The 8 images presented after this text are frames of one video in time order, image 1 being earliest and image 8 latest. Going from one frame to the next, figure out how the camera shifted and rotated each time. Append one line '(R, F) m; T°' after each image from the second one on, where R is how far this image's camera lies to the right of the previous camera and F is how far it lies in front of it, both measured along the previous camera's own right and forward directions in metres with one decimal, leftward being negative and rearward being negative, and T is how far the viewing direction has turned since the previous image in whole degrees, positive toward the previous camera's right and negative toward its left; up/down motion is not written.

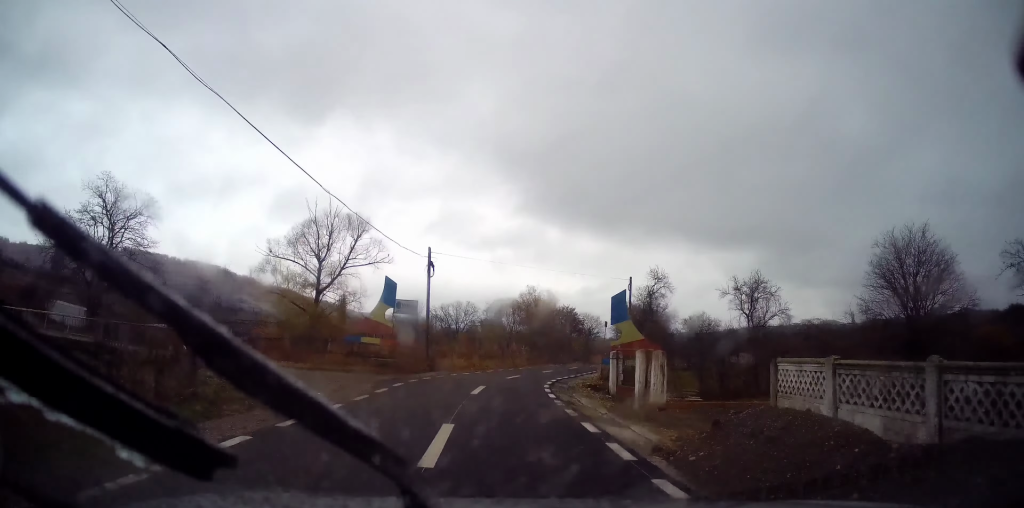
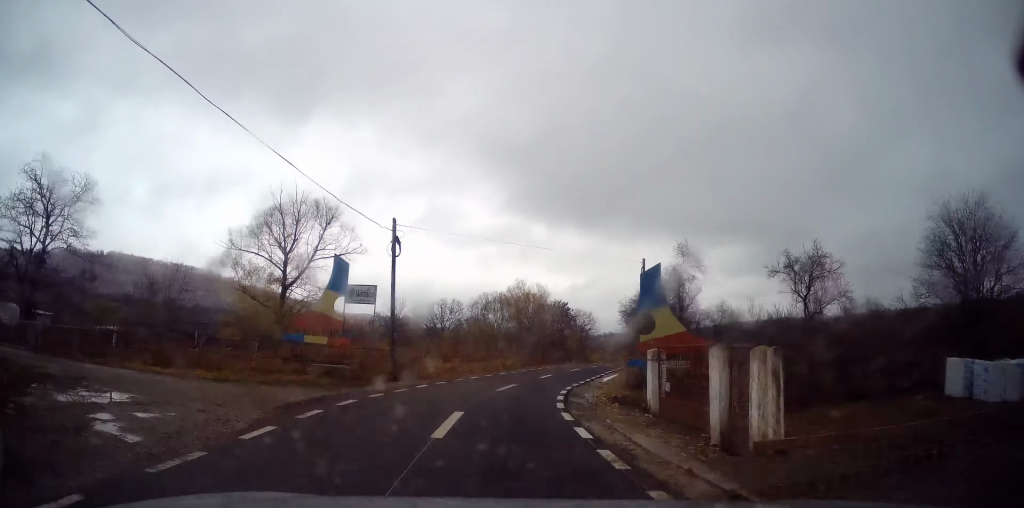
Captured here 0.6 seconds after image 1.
(+0.3, +7.2) m; +3°
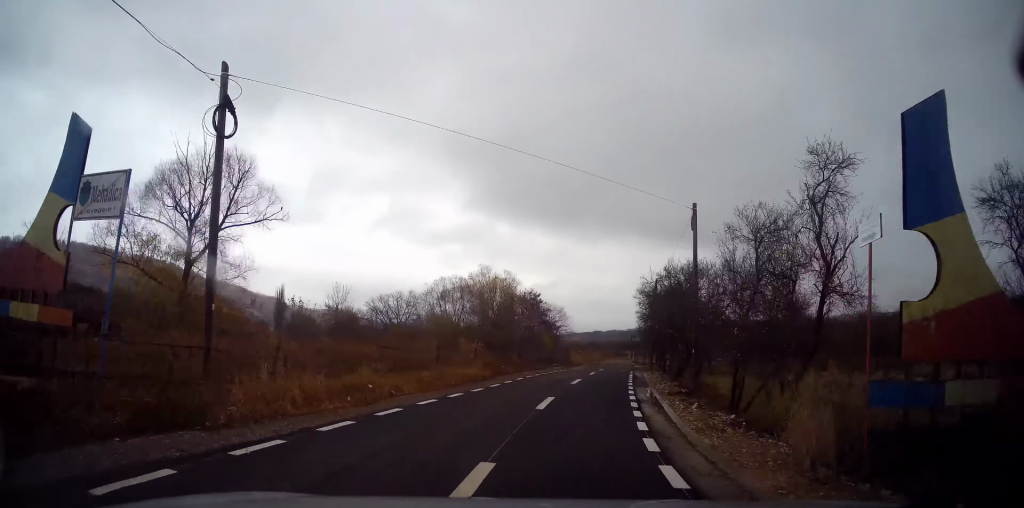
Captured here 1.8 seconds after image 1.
(+0.3, +13.8) m; +5°
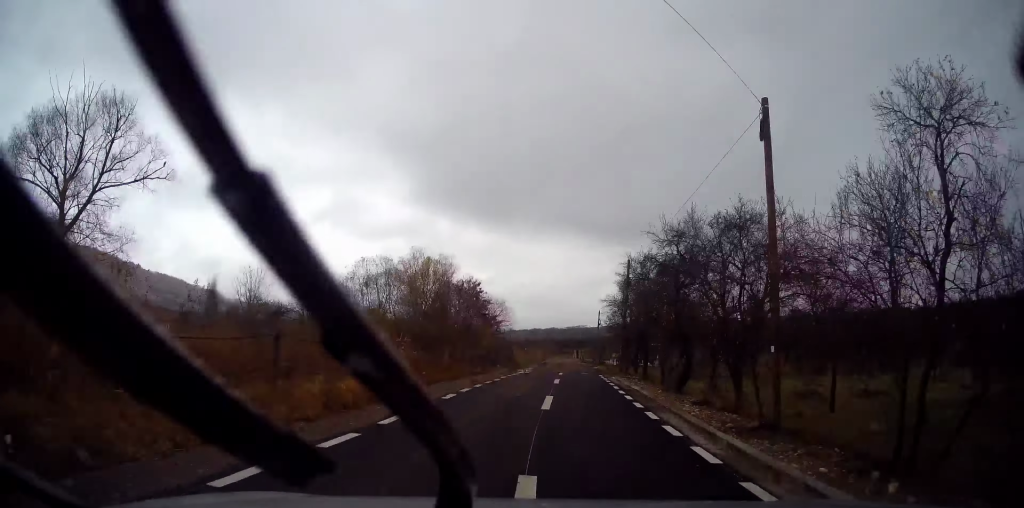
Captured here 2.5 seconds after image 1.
(+0.3, +9.2) m; +6°
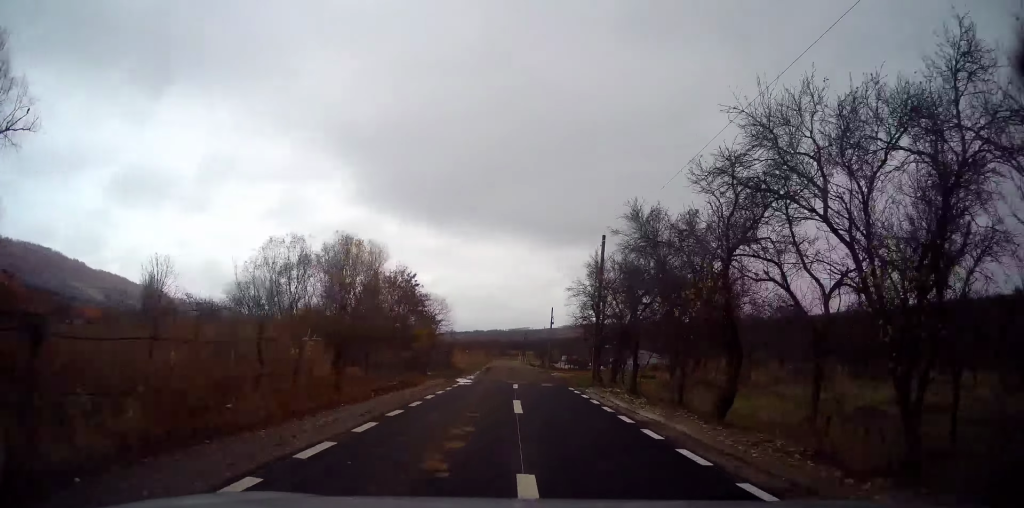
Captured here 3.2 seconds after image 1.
(+0.6, +8.1) m; +4°
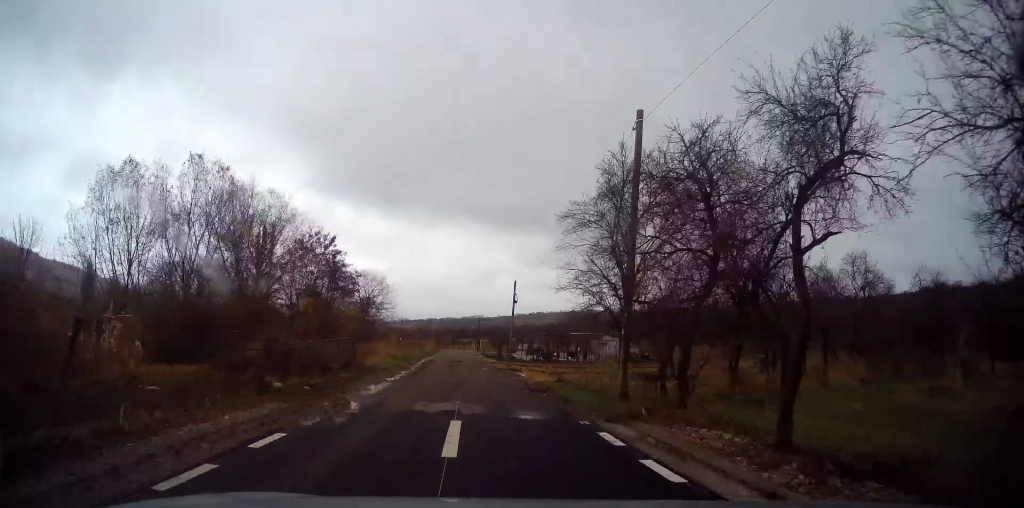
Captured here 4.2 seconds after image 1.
(+0.6, +12.8) m; +2°
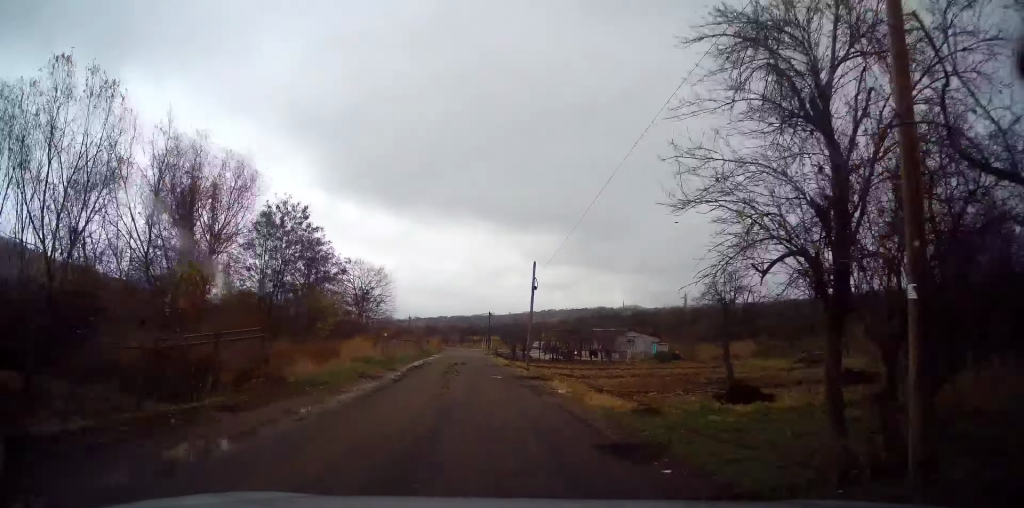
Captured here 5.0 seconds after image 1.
(0.0, +9.1) m; 0°
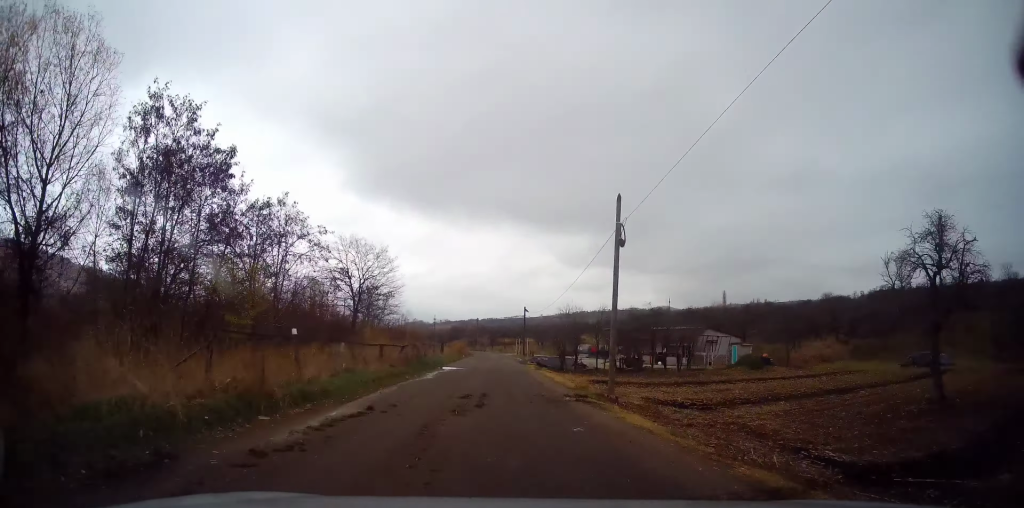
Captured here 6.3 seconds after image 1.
(0.0, +17.0) m; 0°
